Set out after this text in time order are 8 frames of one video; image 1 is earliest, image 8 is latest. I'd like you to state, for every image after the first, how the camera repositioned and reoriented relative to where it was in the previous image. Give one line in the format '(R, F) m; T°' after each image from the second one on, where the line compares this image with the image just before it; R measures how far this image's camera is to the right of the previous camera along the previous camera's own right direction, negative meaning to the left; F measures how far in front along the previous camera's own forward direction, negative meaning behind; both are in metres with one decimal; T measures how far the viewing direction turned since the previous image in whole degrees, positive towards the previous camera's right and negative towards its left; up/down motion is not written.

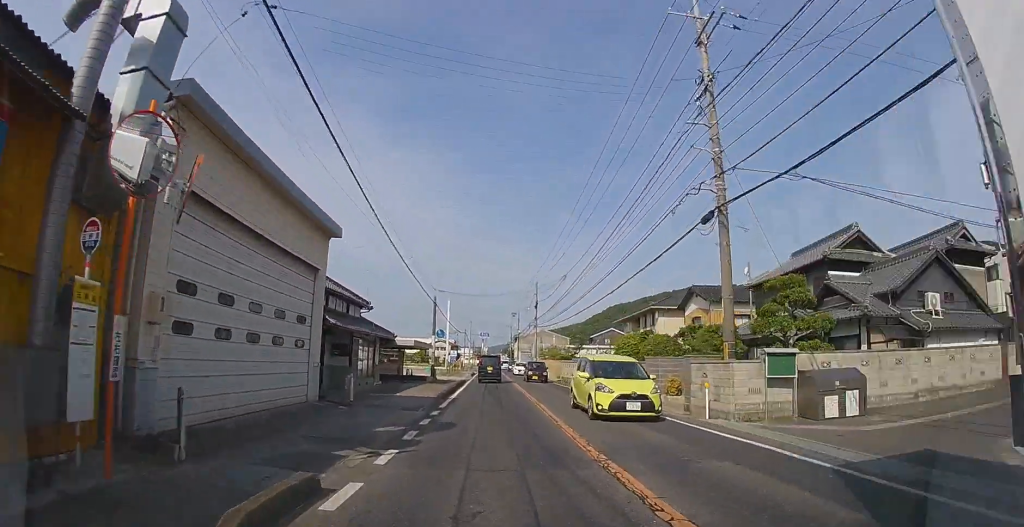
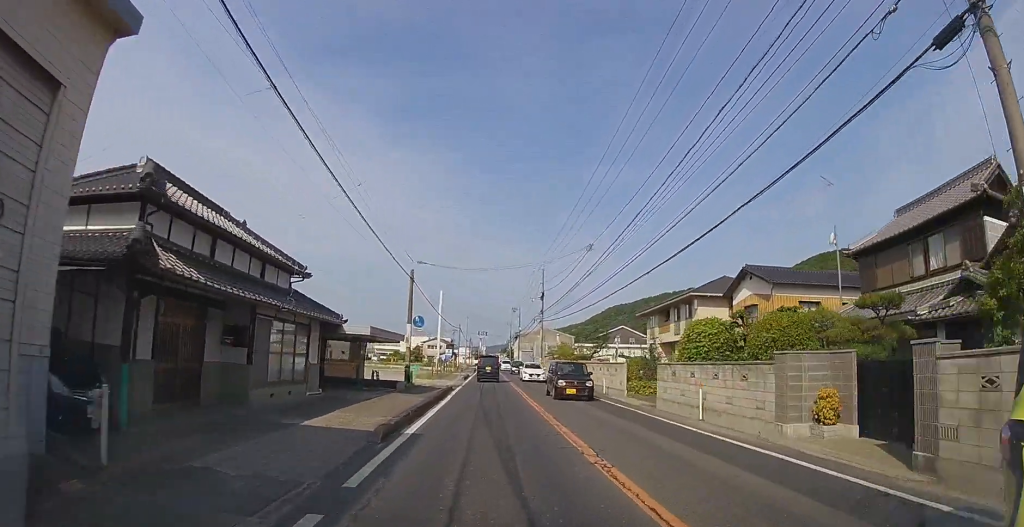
(0.0, +9.1) m; 0°
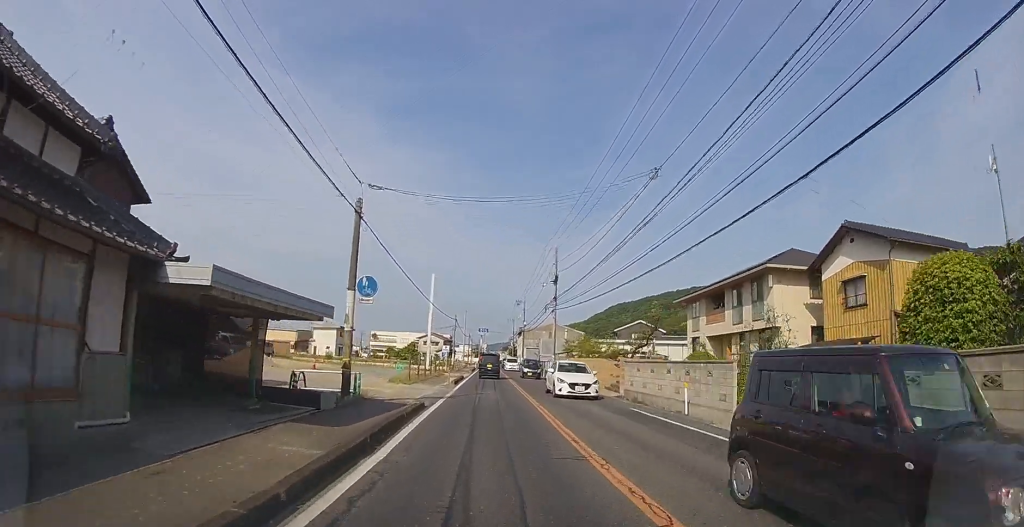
(-0.1, +10.2) m; -1°
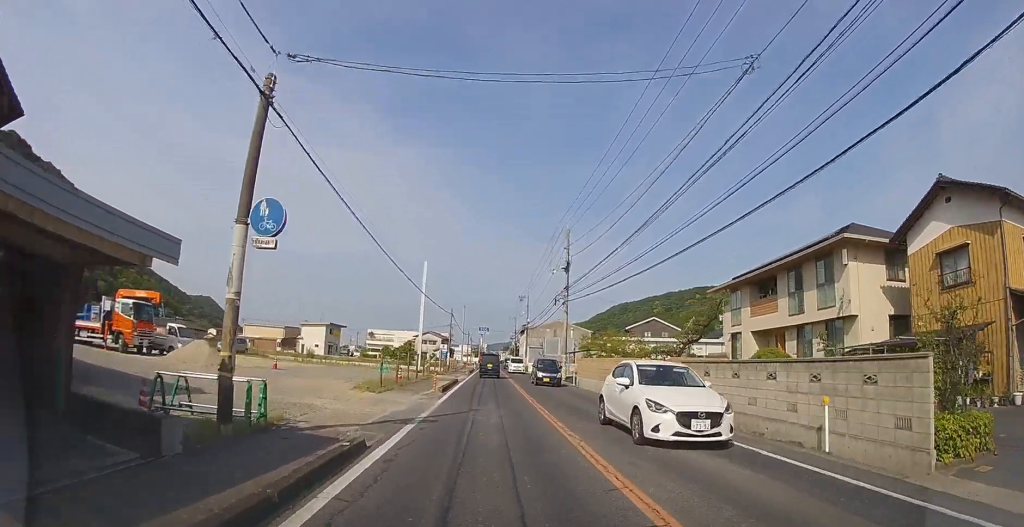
(0.0, +6.6) m; 0°
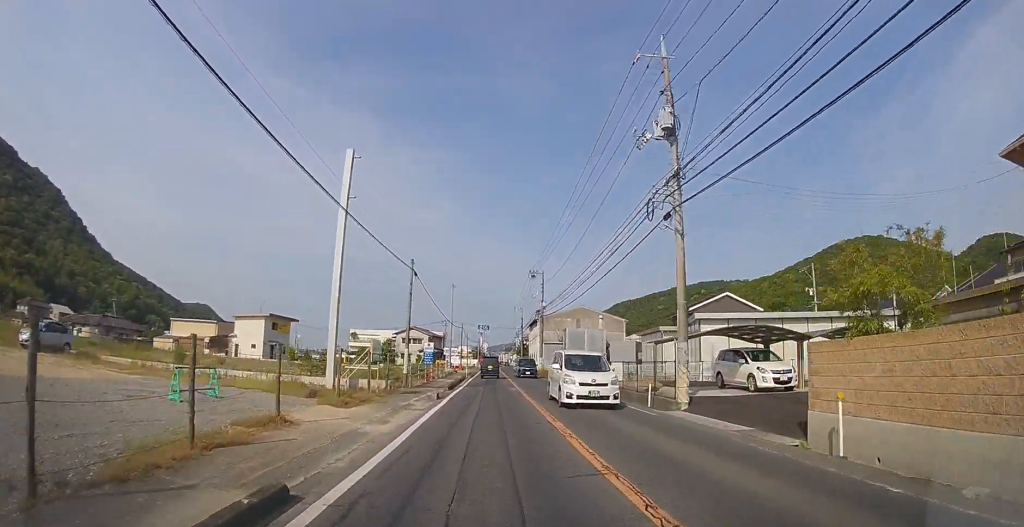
(+0.1, +24.0) m; +1°
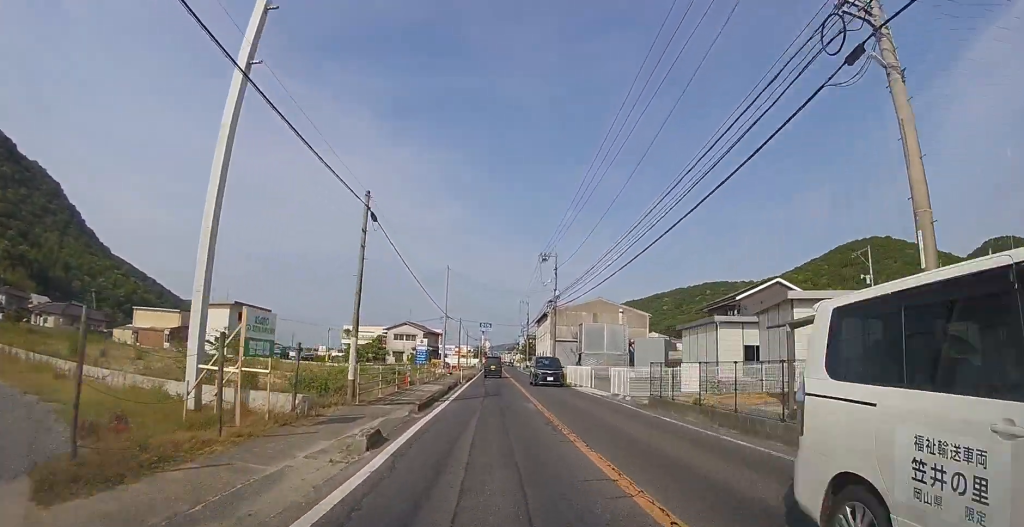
(0.0, +9.7) m; 0°
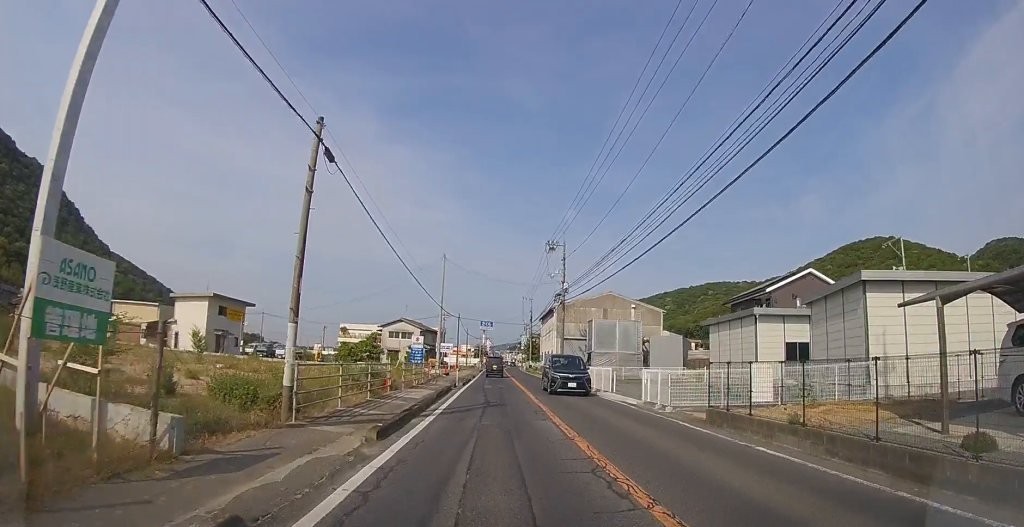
(0.0, +4.7) m; 0°
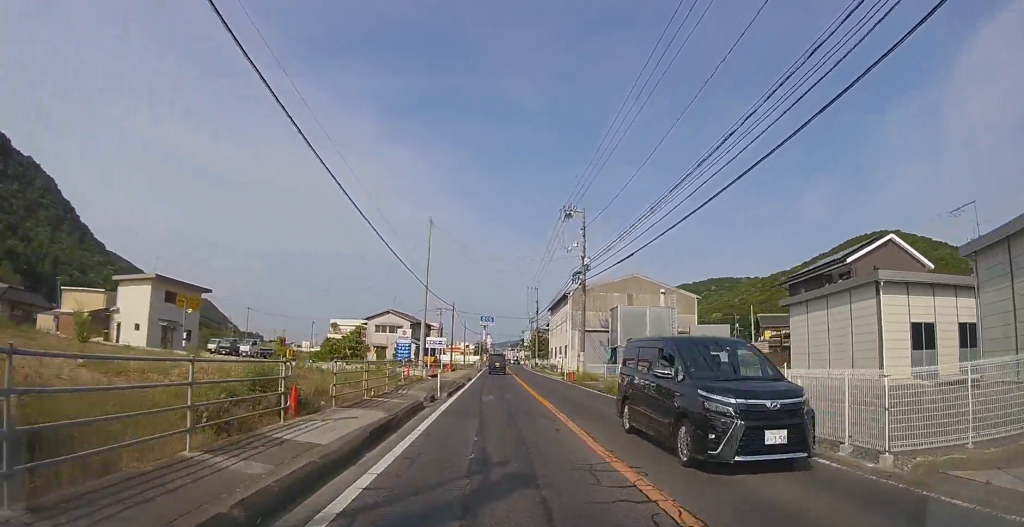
(0.0, +9.6) m; 0°
